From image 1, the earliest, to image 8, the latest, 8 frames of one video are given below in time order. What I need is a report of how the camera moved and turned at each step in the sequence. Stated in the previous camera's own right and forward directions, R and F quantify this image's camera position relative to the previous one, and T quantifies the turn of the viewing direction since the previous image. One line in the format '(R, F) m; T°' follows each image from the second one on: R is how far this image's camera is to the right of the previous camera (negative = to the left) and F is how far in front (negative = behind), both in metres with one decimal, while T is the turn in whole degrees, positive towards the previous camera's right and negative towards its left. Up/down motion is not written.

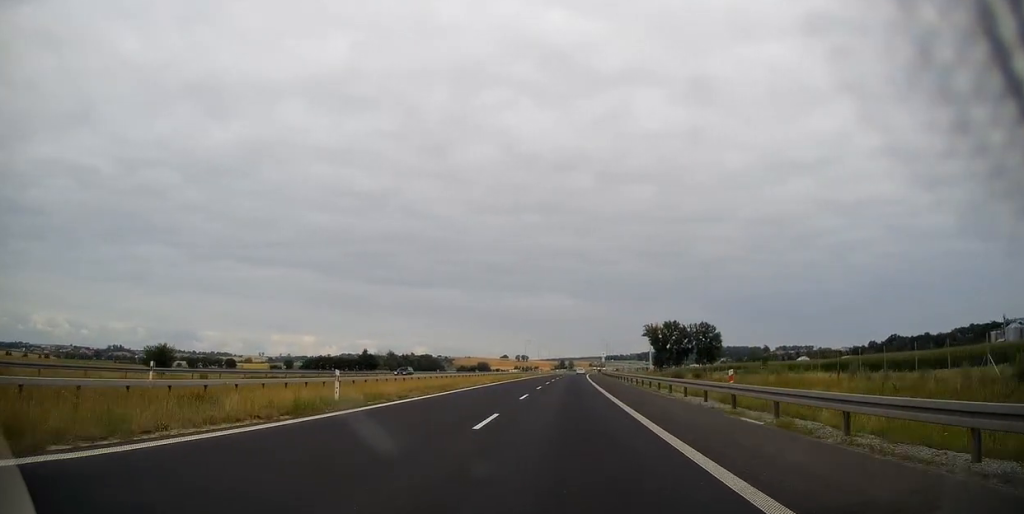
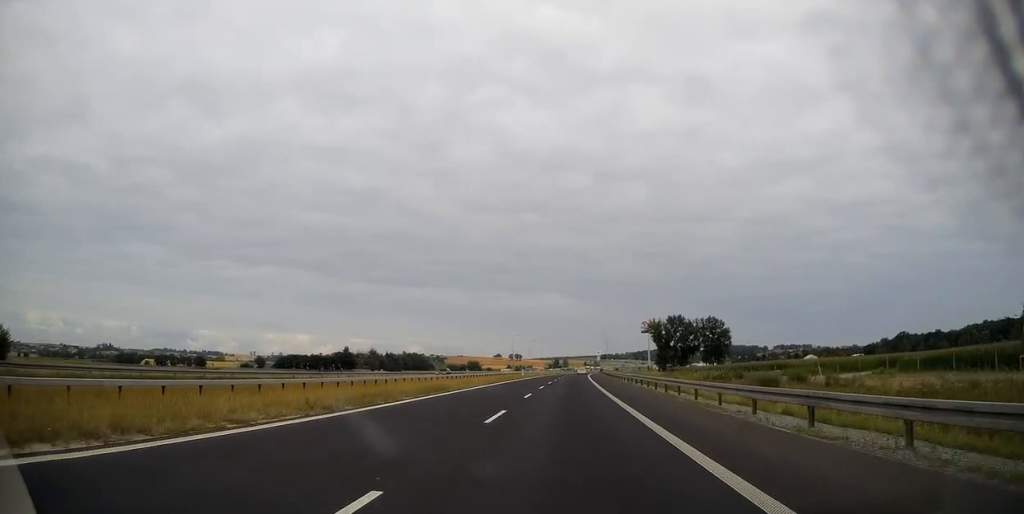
(+0.2, +34.4) m; +1°
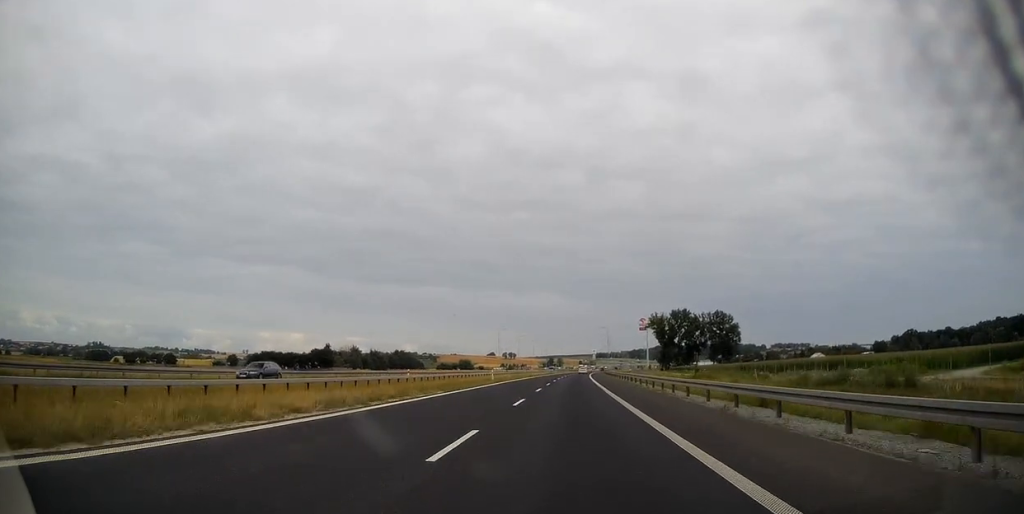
(+0.2, +29.8) m; 0°
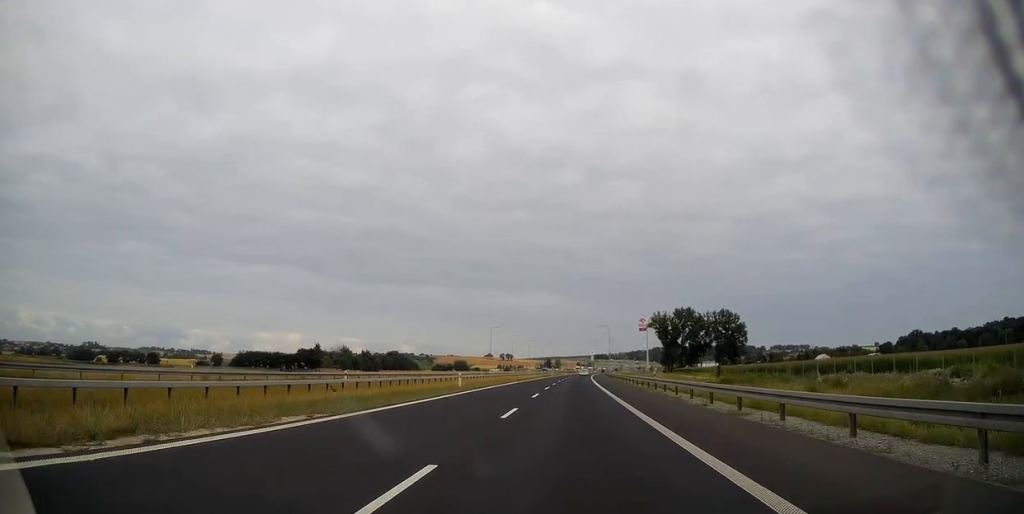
(0.0, +16.1) m; 0°
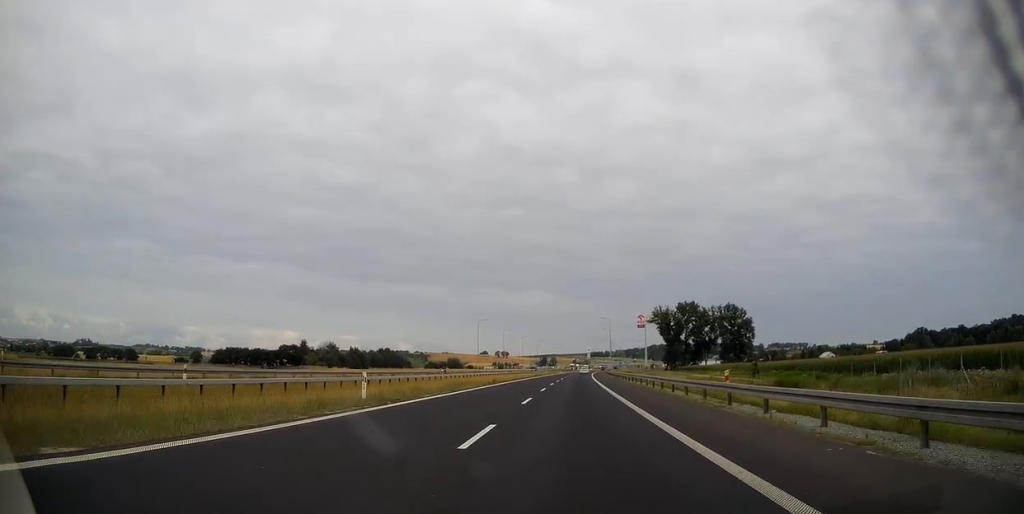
(-0.1, +18.4) m; 0°
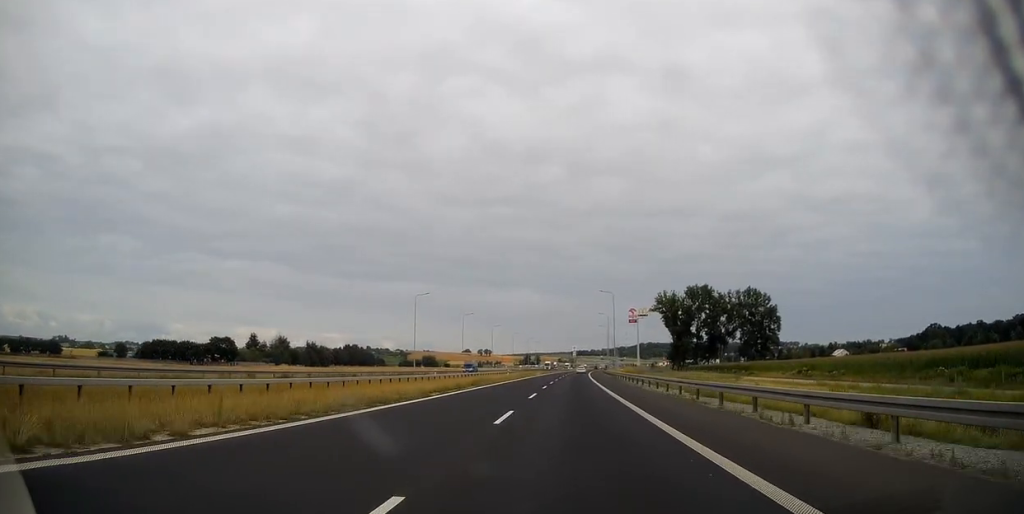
(+0.7, +55.4) m; +1°
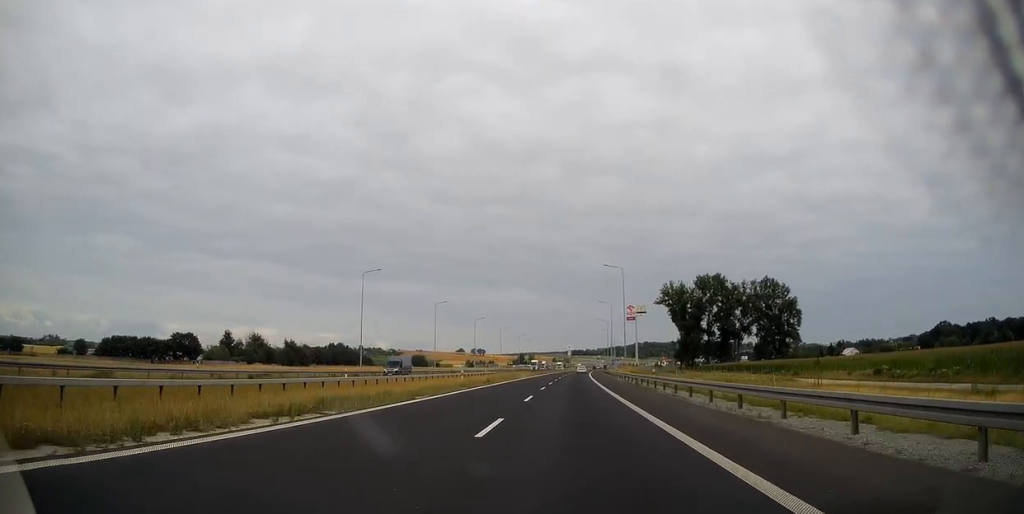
(+0.1, +26.6) m; +1°
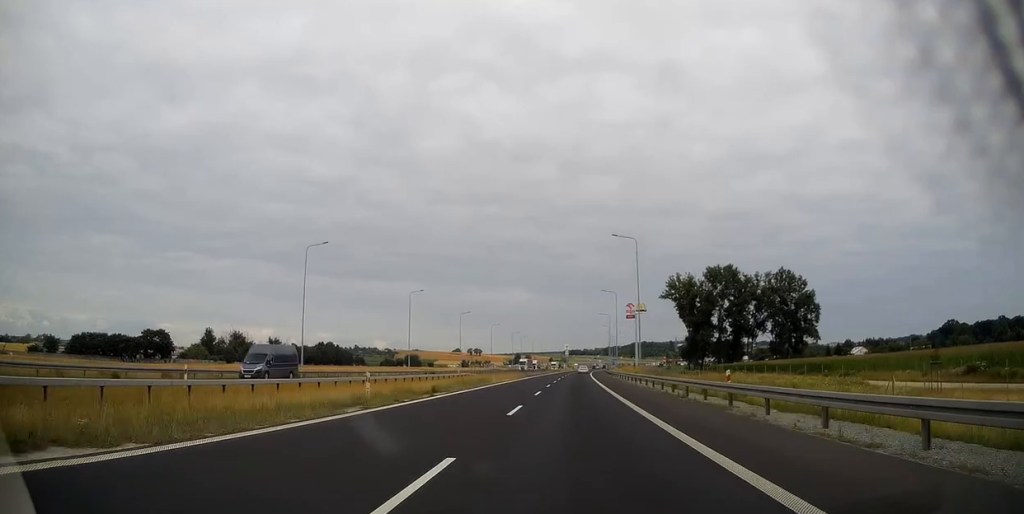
(+0.1, +17.4) m; 0°
